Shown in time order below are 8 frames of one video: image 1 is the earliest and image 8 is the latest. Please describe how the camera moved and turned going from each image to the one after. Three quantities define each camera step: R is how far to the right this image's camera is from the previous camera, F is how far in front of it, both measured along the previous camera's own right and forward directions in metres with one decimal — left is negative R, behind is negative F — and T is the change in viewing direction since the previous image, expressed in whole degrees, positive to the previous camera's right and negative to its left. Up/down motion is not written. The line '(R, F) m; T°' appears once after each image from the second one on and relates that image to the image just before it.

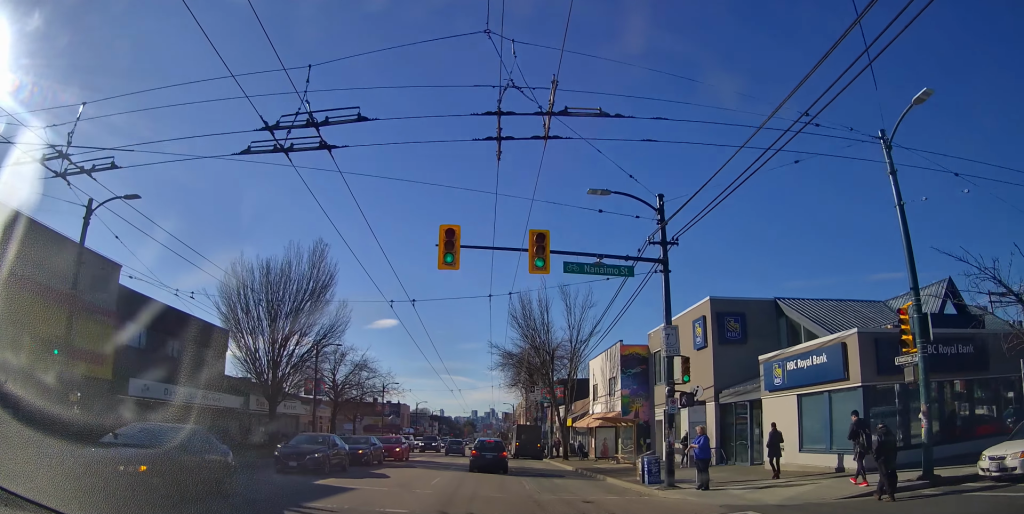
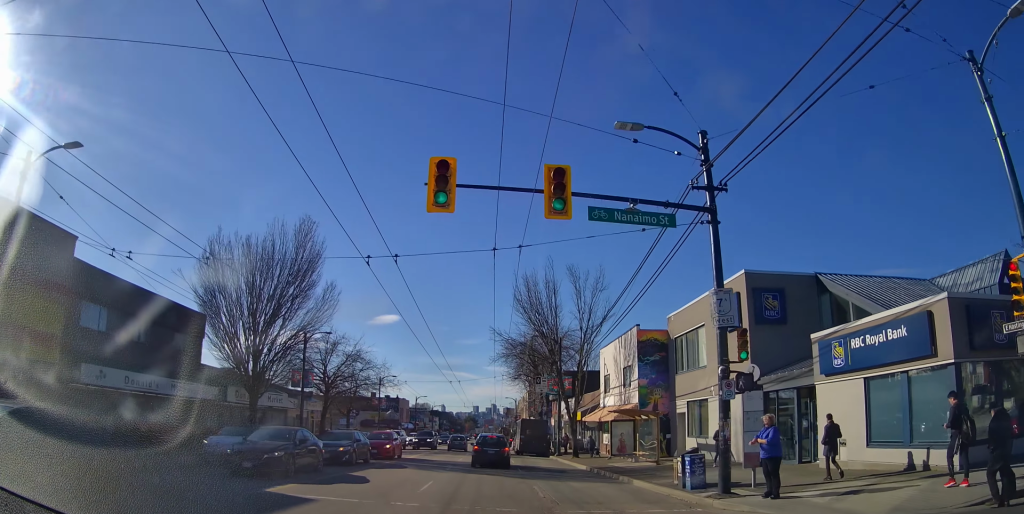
(-0.1, +3.8) m; -1°
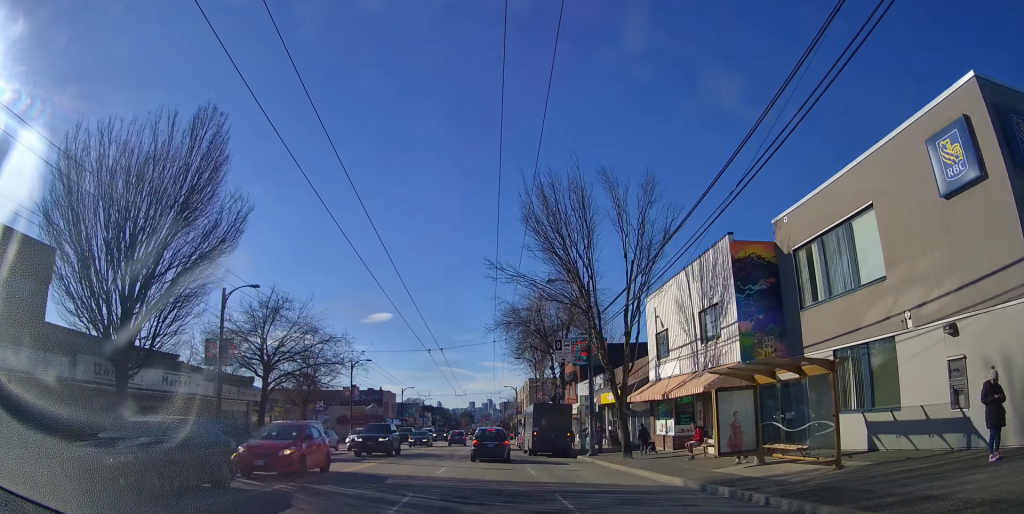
(-0.2, +14.3) m; -1°
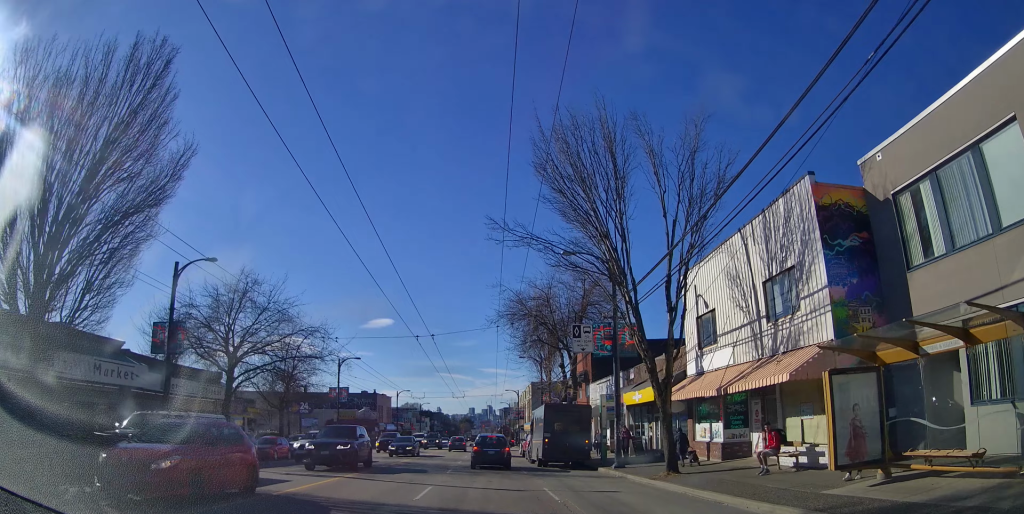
(0.0, +5.6) m; 0°
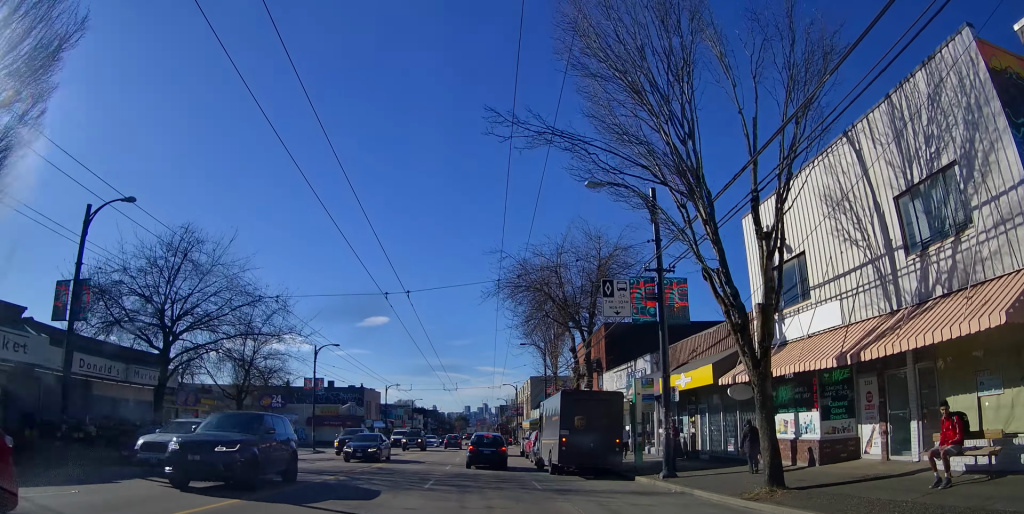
(0.0, +6.8) m; -3°
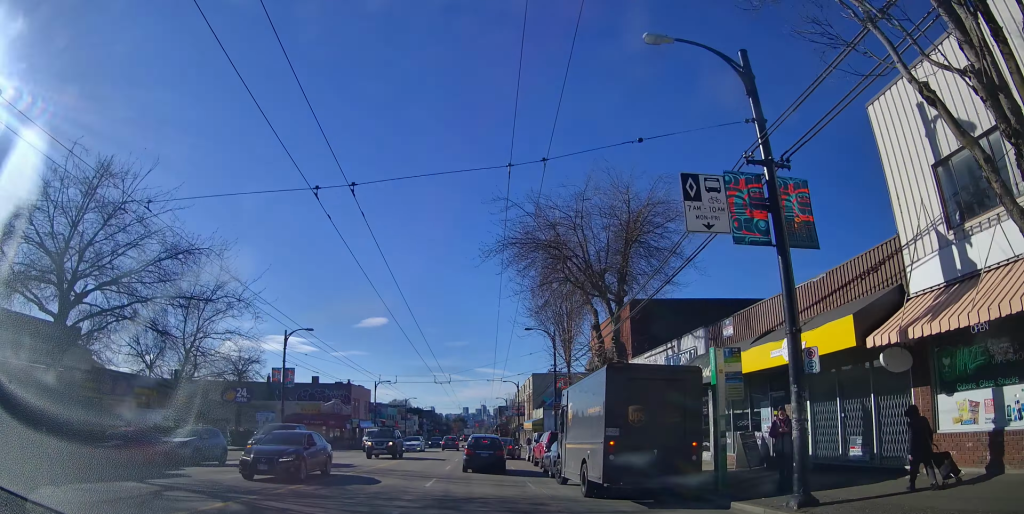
(-0.4, +7.4) m; -1°
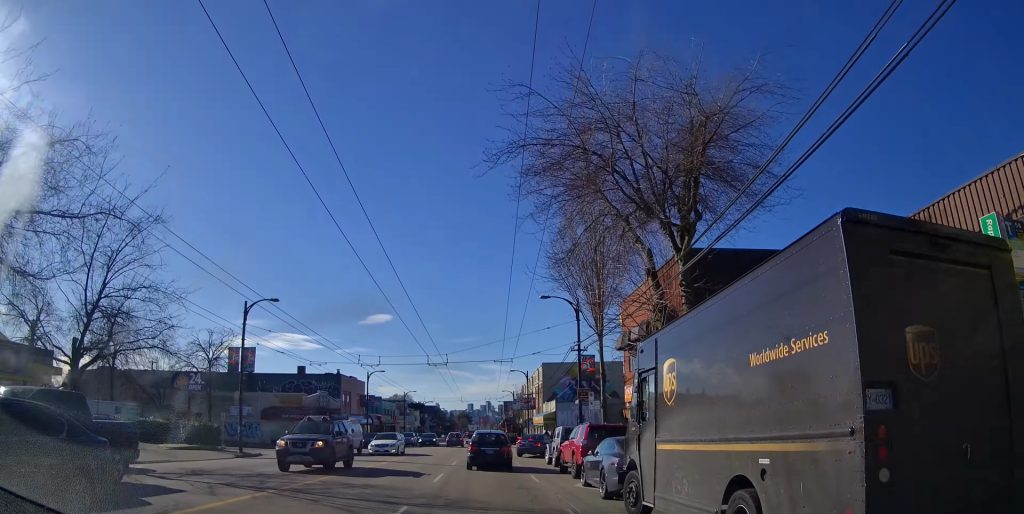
(+0.2, +8.5) m; +2°
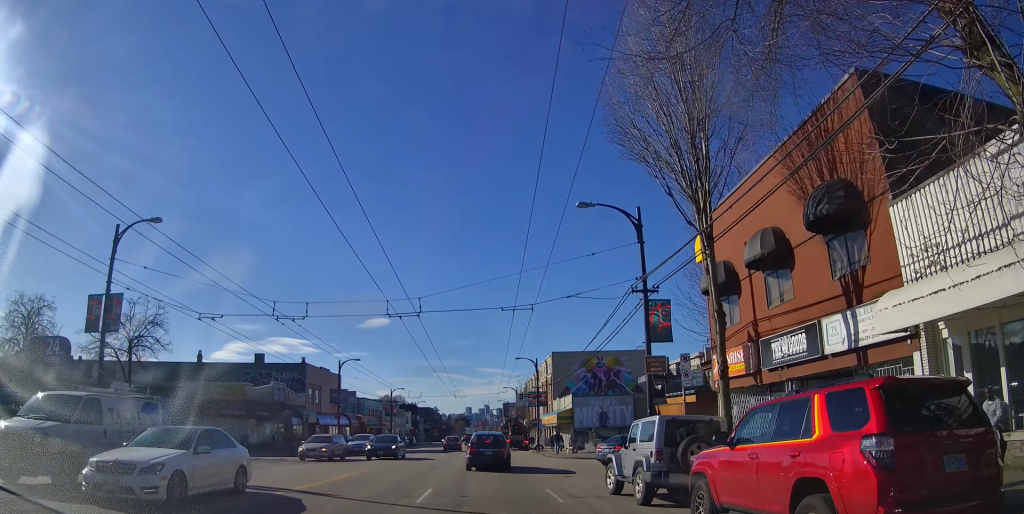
(+0.3, +14.1) m; +1°
